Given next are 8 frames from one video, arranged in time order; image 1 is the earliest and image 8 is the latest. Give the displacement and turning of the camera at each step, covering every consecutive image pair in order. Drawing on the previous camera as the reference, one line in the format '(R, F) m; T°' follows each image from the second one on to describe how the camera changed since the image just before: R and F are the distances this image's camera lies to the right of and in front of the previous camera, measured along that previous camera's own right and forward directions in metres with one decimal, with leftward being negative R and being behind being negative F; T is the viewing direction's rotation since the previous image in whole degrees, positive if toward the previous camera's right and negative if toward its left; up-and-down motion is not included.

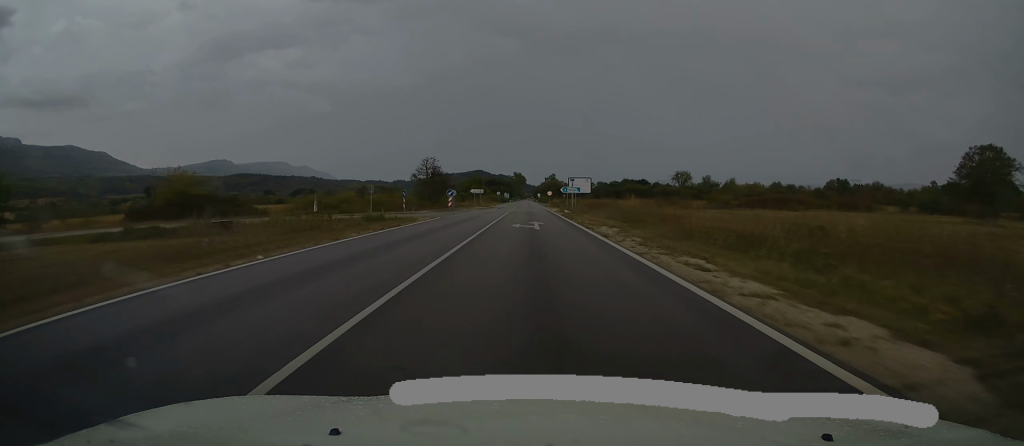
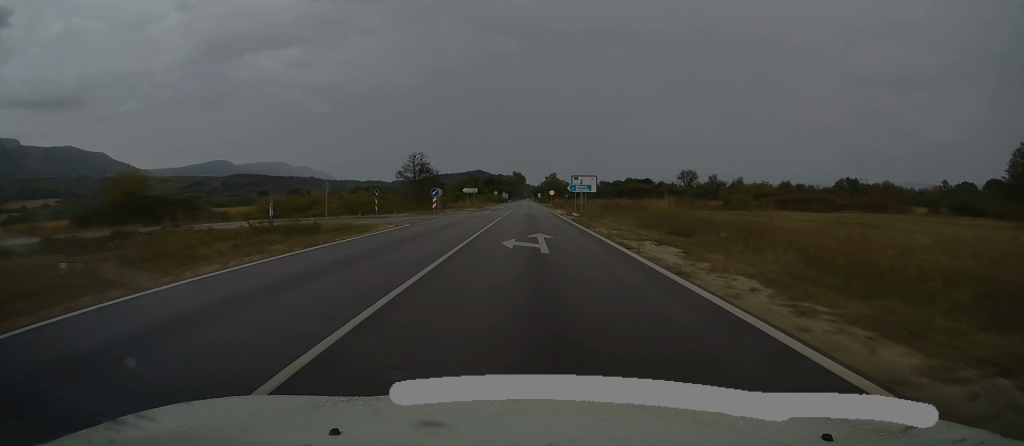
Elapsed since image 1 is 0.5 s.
(0.0, +10.1) m; 0°
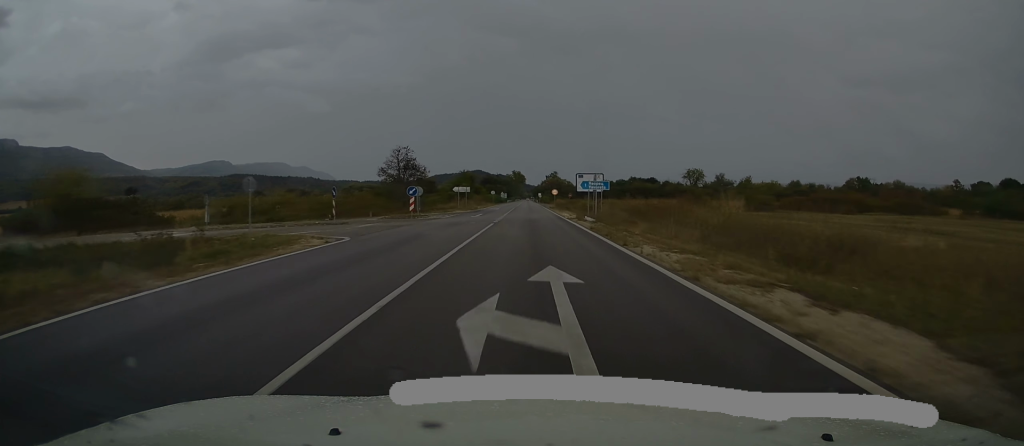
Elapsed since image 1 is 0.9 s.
(0.0, +9.9) m; 0°
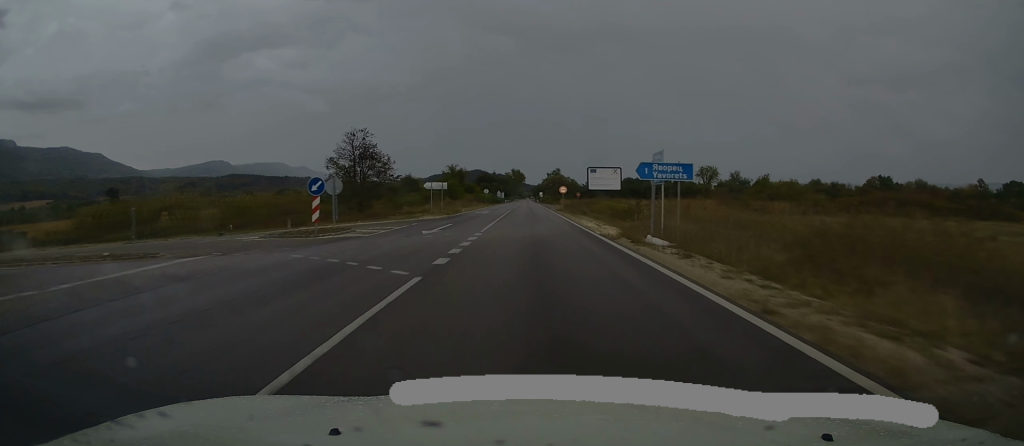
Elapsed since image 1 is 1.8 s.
(-0.1, +18.8) m; 0°
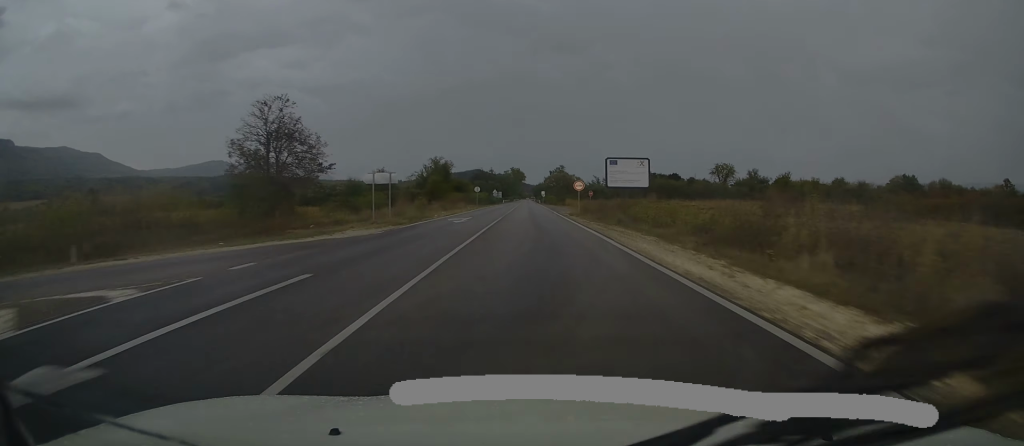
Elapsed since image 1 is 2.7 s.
(+0.1, +18.5) m; +1°
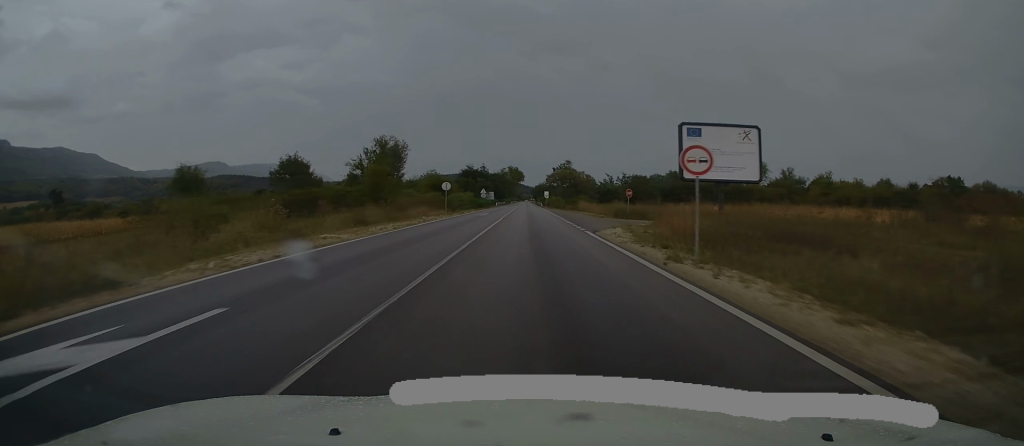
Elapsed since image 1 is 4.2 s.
(-0.2, +30.3) m; -1°
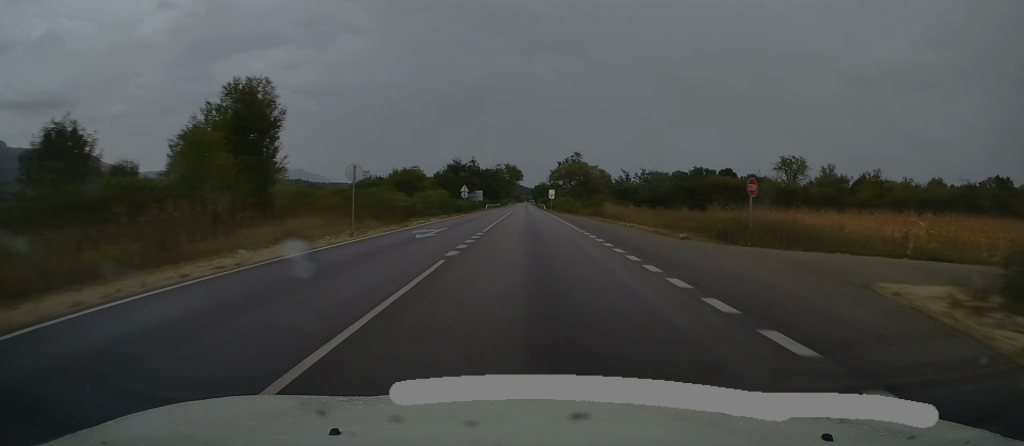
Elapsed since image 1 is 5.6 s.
(+0.1, +26.9) m; +1°
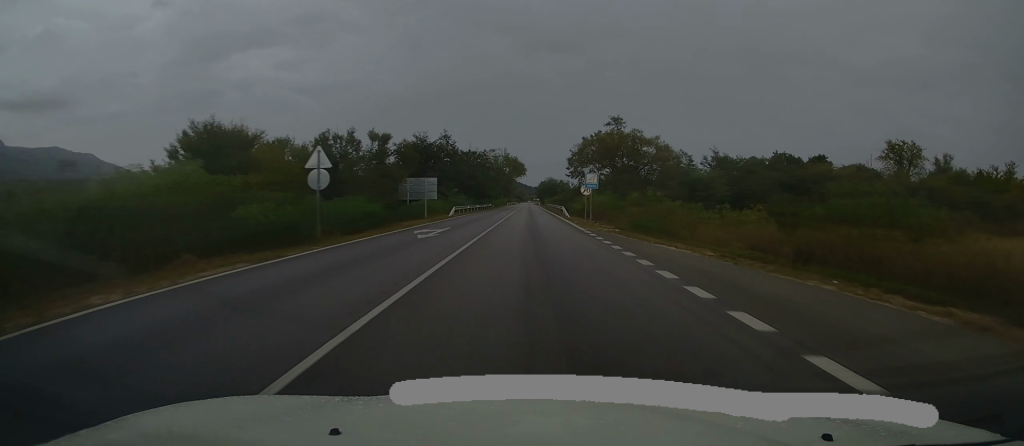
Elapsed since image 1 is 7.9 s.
(0.0, +47.1) m; 0°
